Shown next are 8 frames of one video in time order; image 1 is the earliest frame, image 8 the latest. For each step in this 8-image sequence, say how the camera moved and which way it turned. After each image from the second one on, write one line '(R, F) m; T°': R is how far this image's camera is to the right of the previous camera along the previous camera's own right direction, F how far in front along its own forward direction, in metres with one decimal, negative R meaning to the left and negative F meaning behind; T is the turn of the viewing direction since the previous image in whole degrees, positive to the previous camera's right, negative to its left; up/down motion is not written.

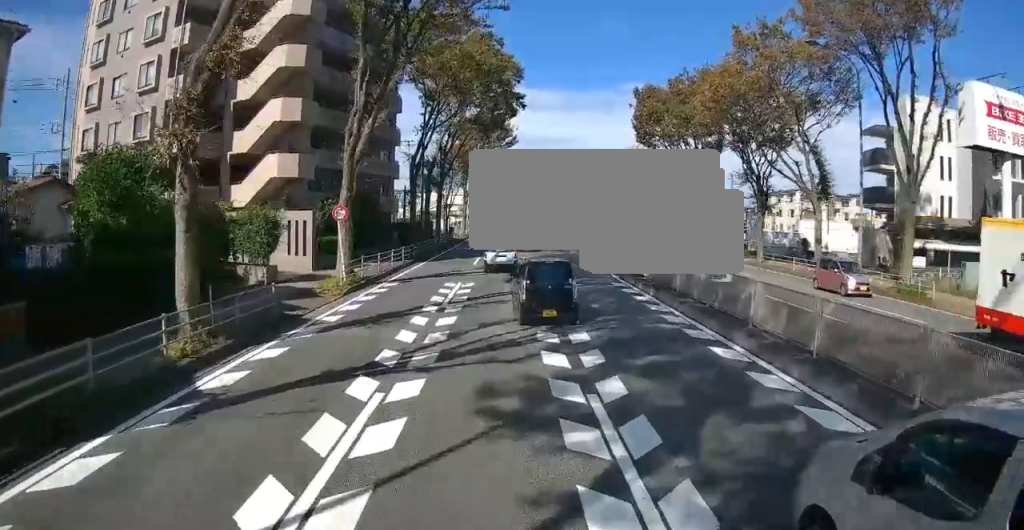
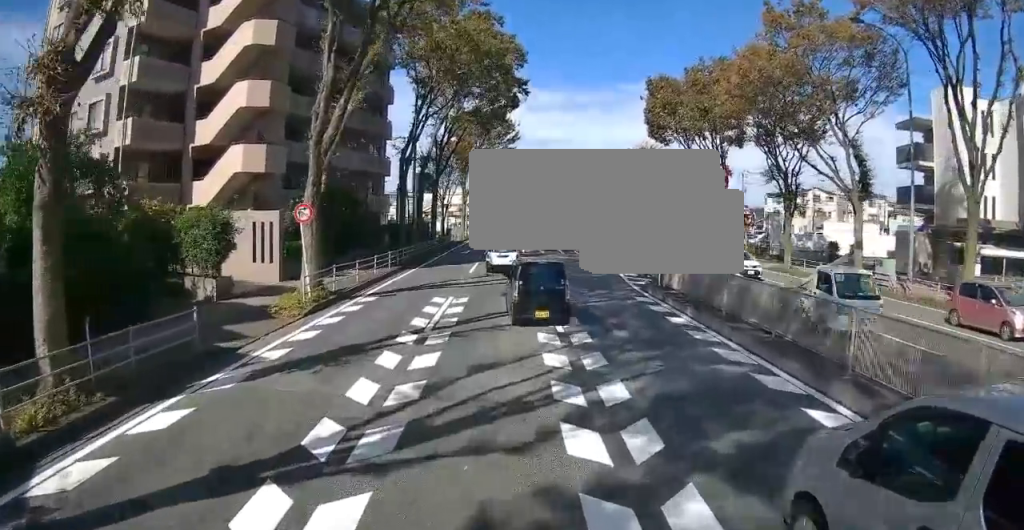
(+0.1, +4.1) m; +1°
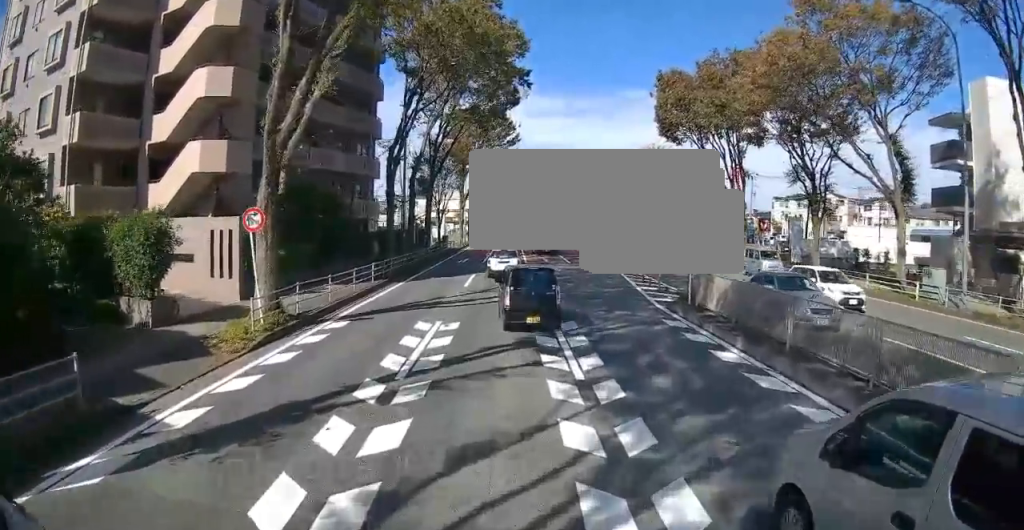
(+0.1, +3.9) m; +1°
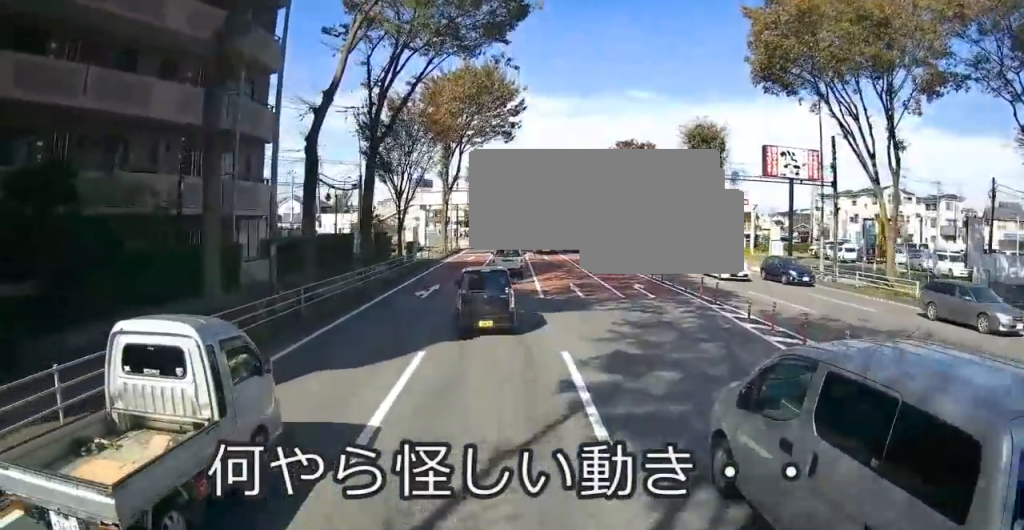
(+0.2, +18.4) m; +3°
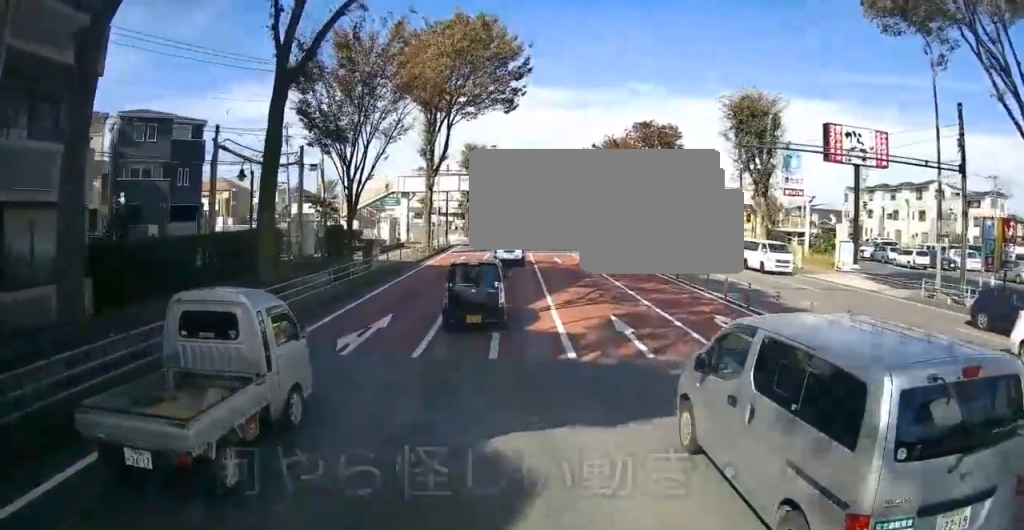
(+0.3, +9.9) m; +1°
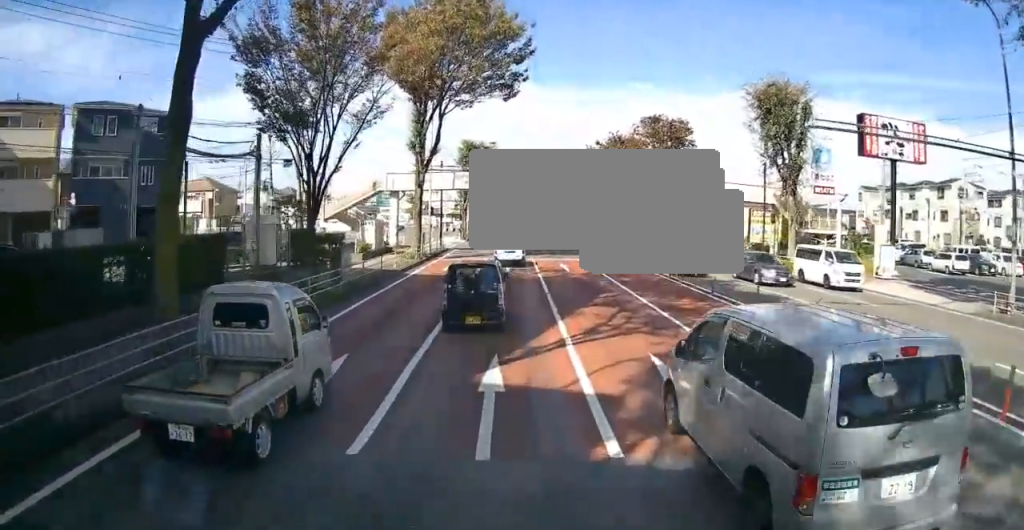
(0.0, +4.4) m; 0°
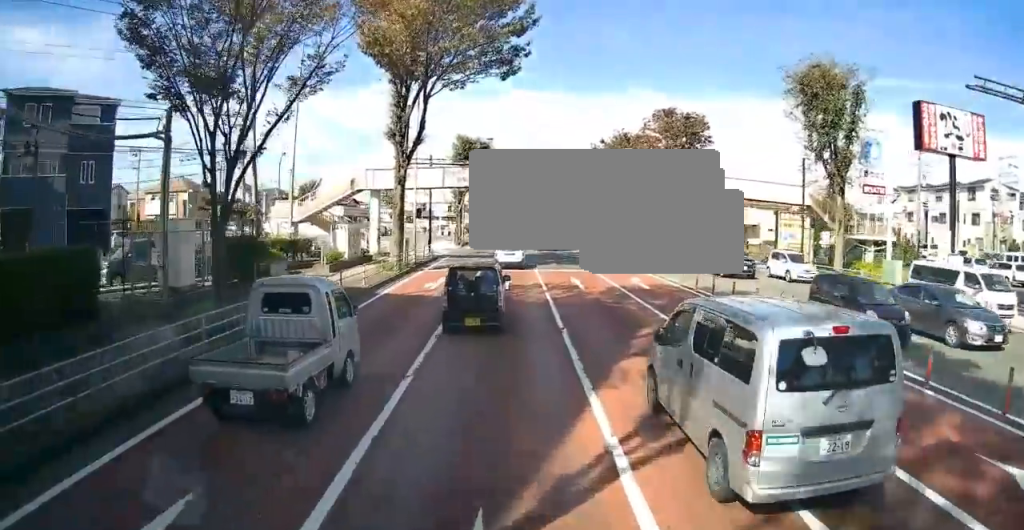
(0.0, +6.0) m; 0°
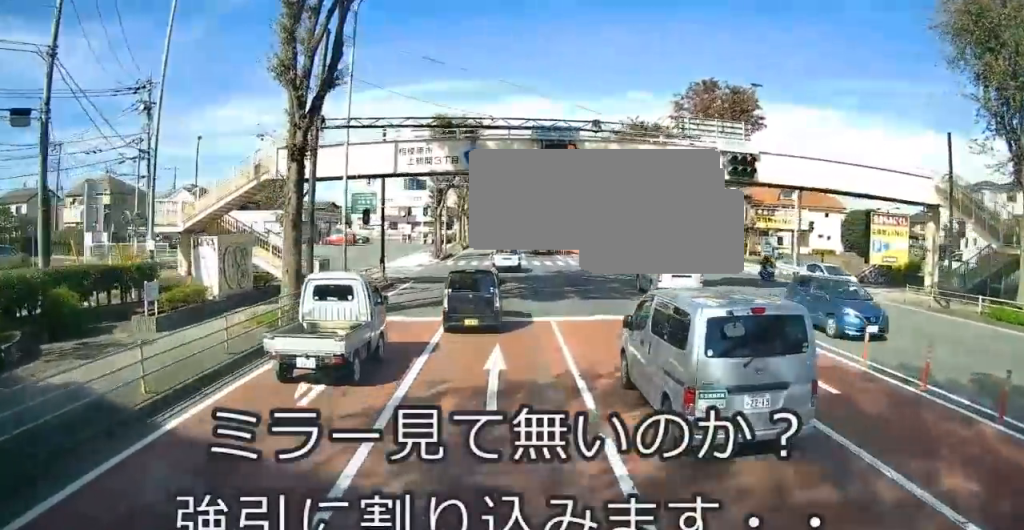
(-0.1, +13.7) m; -2°
